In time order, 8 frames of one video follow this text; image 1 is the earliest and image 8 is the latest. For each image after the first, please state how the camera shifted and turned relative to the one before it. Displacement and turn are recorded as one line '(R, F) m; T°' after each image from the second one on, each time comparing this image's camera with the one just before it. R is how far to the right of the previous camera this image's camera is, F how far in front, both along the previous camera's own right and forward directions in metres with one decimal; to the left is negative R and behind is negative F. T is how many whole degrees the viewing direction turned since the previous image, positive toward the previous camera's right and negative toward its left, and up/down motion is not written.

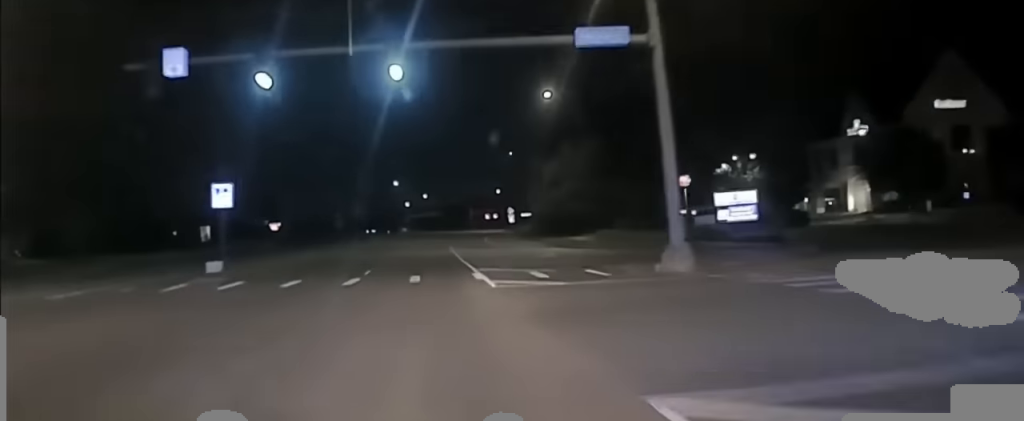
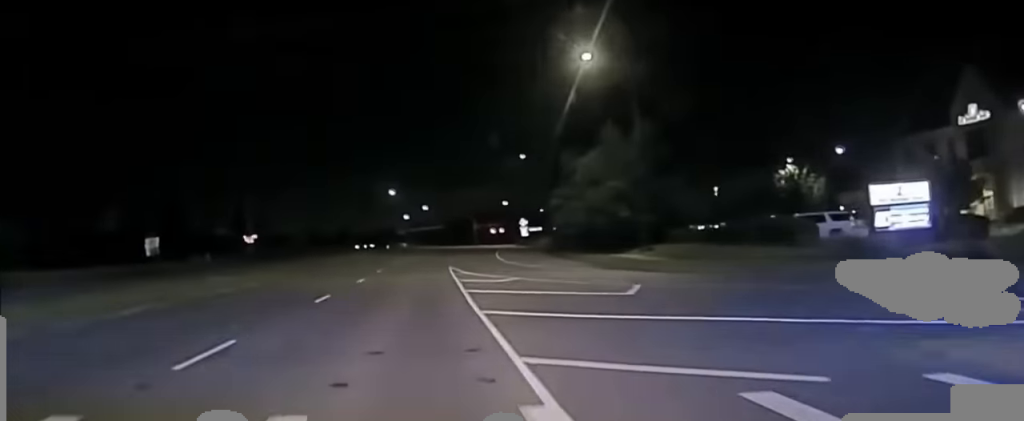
(-2.7, +17.1) m; -43°
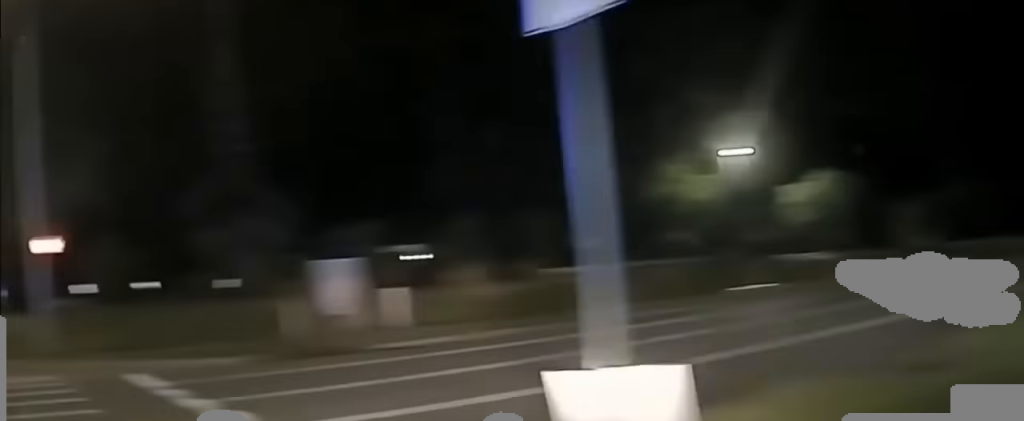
(-6.6, +5.3) m; -93°
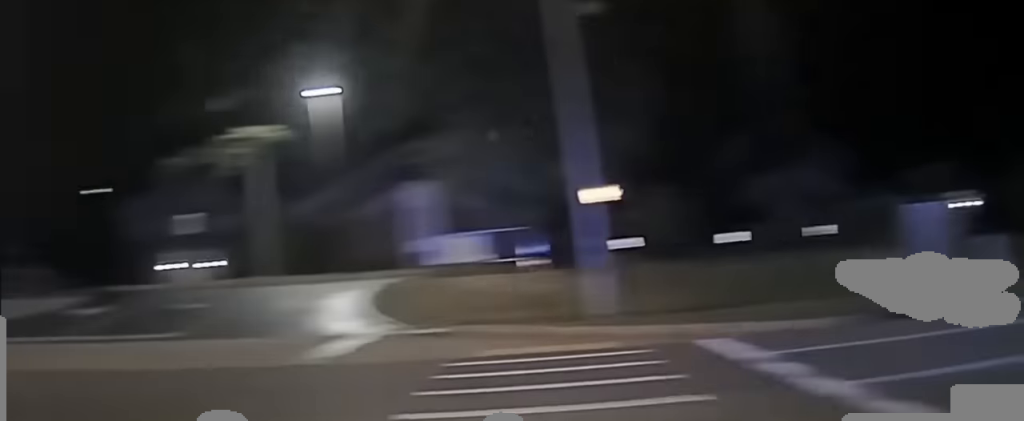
(-0.4, +2.5) m; -17°
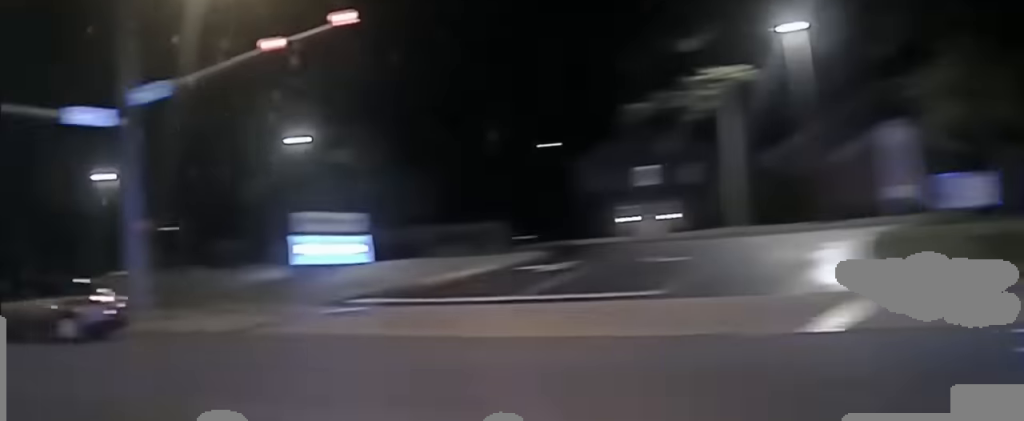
(-0.5, +3.1) m; -14°
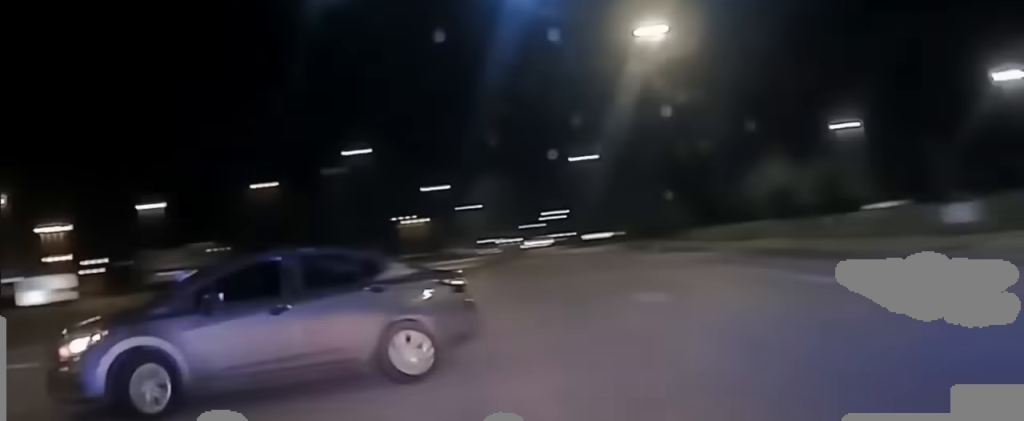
(-2.9, +8.8) m; -55°
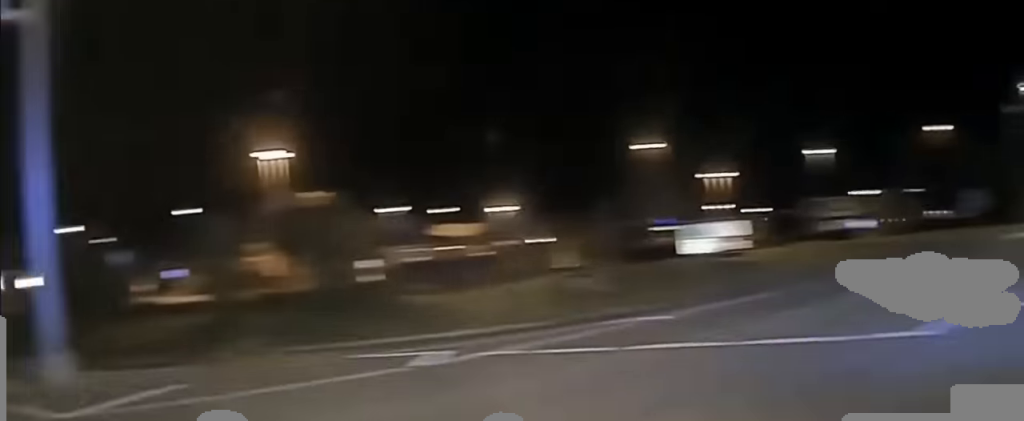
(-2.7, +4.8) m; -56°
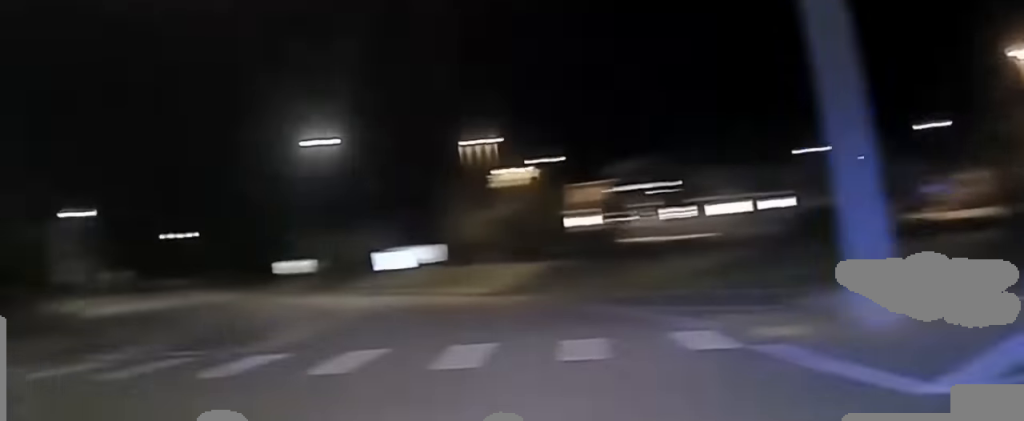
(-2.1, +4.6) m; -40°
